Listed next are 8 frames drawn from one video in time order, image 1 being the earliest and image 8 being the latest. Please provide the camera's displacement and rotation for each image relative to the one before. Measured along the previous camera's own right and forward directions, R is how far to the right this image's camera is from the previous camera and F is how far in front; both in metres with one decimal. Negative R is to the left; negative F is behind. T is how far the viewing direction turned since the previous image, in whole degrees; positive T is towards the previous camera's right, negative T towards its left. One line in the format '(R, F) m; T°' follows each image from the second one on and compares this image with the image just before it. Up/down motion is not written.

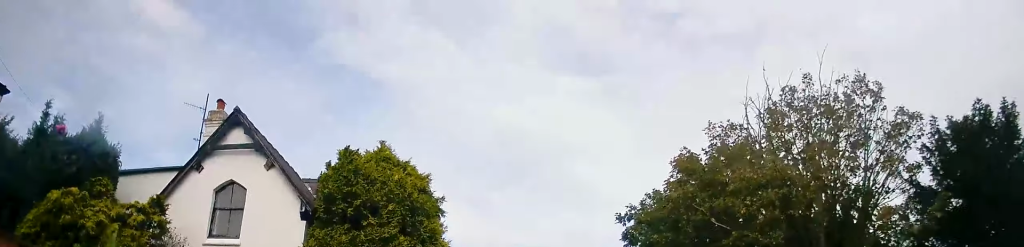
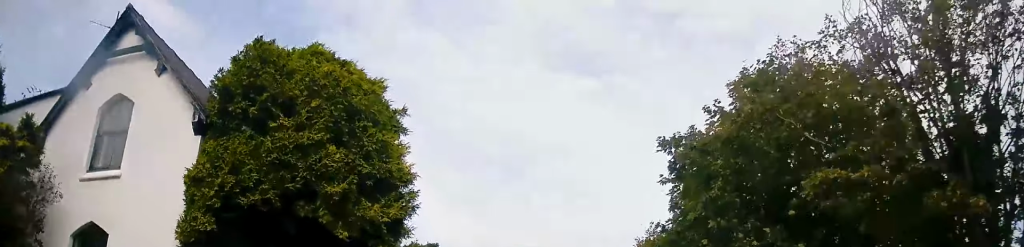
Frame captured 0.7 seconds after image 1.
(0.0, +5.3) m; -1°
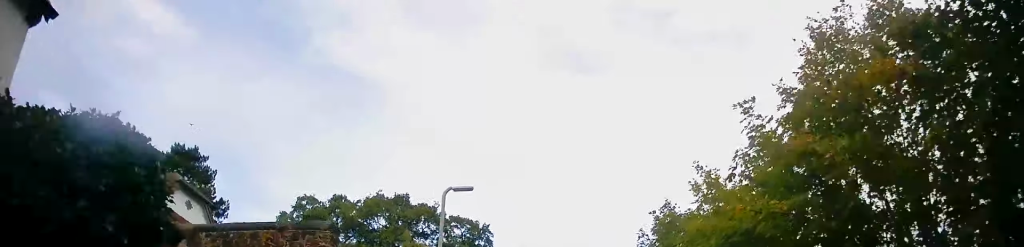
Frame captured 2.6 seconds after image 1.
(0.0, +14.6) m; 0°
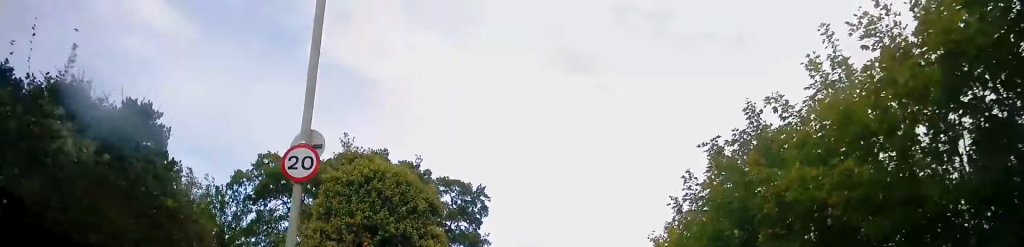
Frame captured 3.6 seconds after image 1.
(-0.2, +7.8) m; -2°
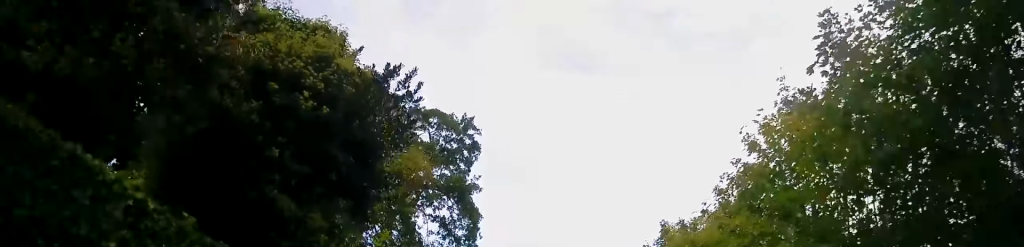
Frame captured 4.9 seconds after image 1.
(+0.1, +9.7) m; +2°
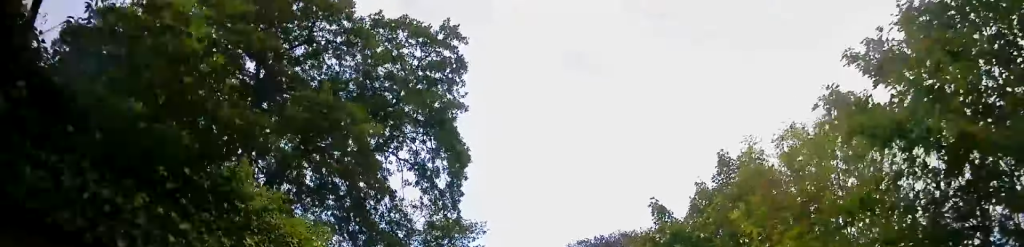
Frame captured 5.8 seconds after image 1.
(+0.2, +7.2) m; +1°
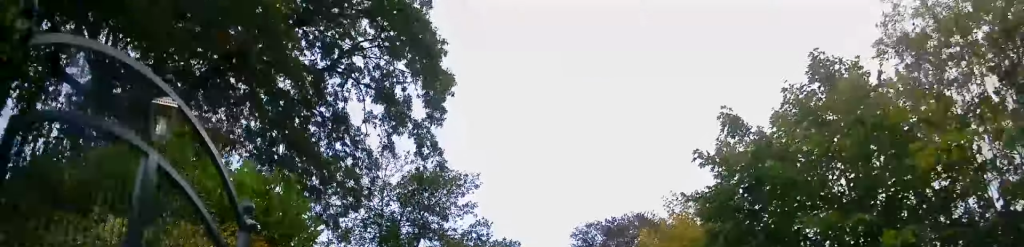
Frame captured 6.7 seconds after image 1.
(0.0, +6.3) m; 0°
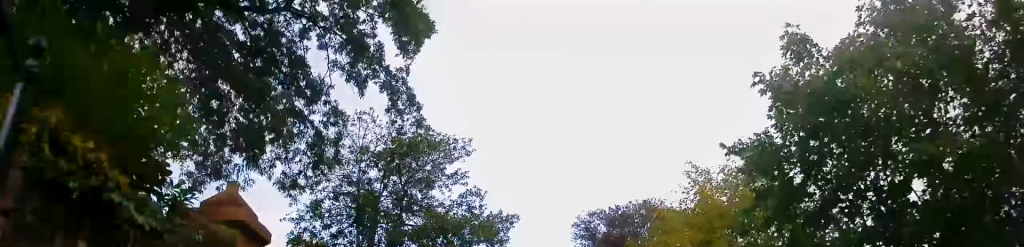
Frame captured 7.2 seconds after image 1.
(0.0, +3.2) m; 0°
